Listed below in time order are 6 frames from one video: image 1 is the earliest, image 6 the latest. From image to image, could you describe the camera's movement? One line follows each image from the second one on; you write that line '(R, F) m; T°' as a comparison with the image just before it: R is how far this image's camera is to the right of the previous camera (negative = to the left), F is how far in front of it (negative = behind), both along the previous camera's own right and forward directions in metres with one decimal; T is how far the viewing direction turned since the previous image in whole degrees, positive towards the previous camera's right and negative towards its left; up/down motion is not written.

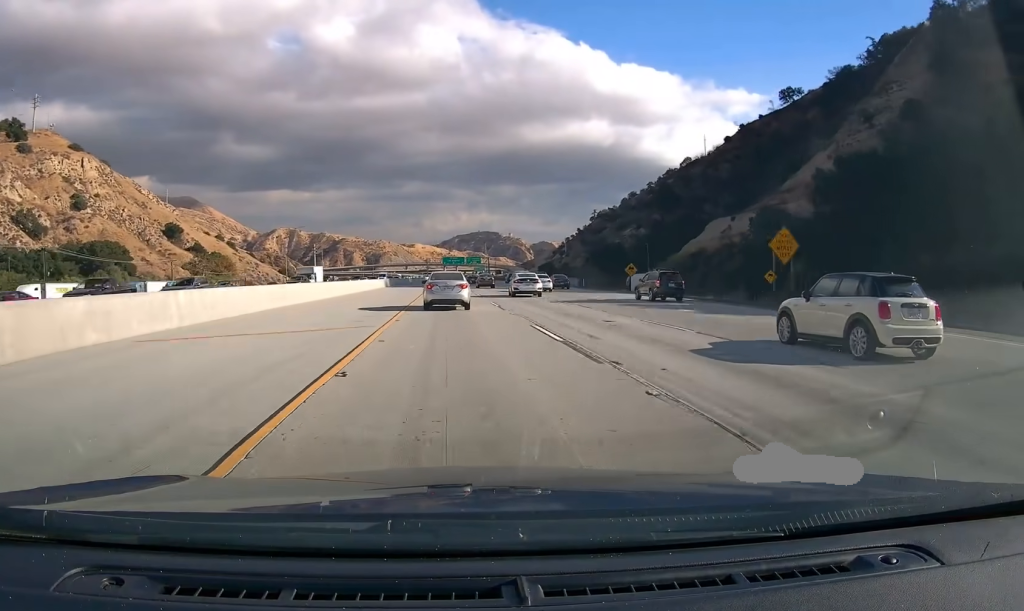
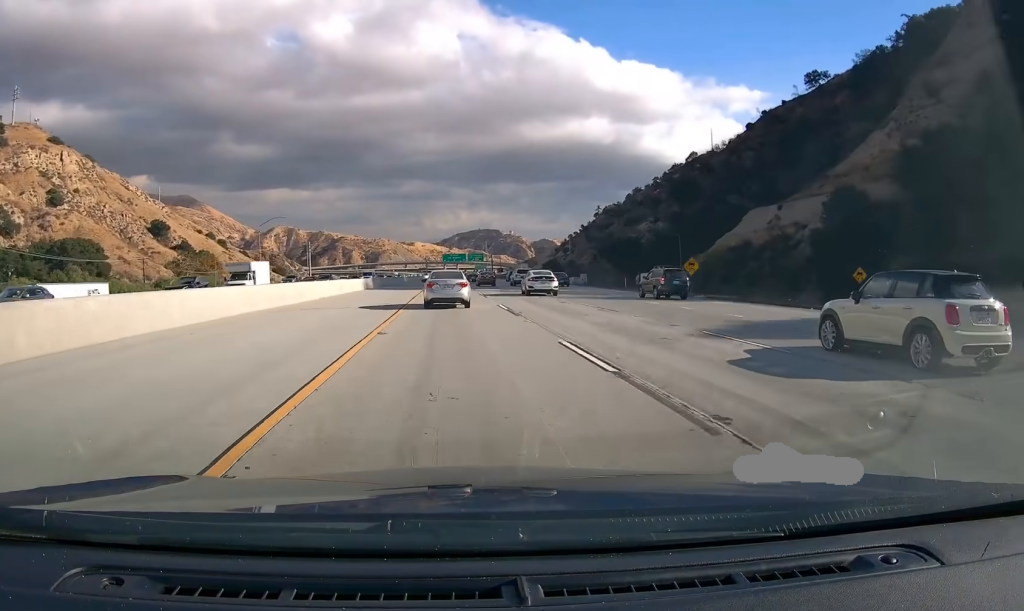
(0.0, +18.6) m; 0°
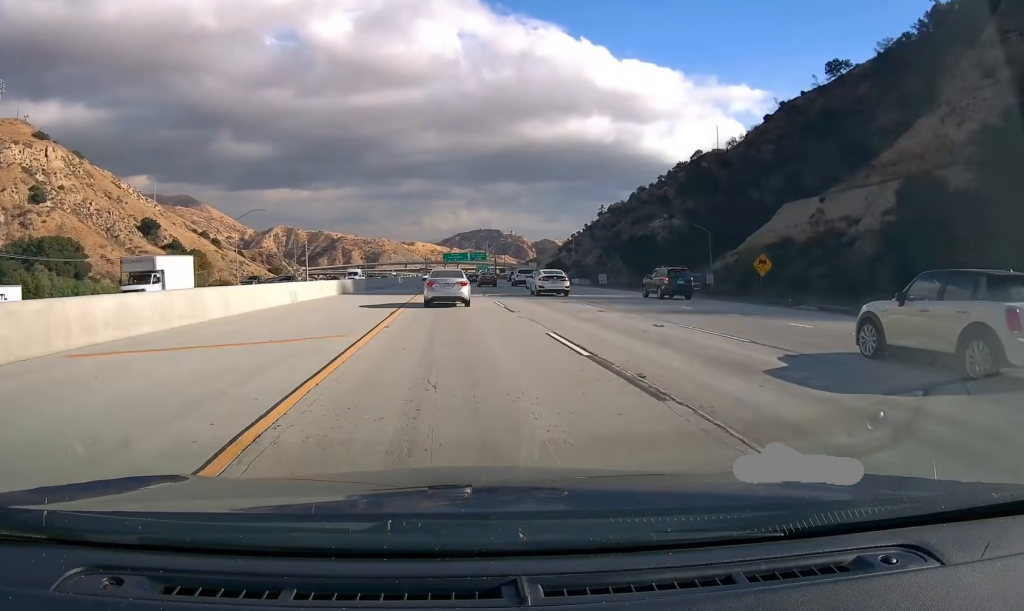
(-0.1, +13.2) m; 0°
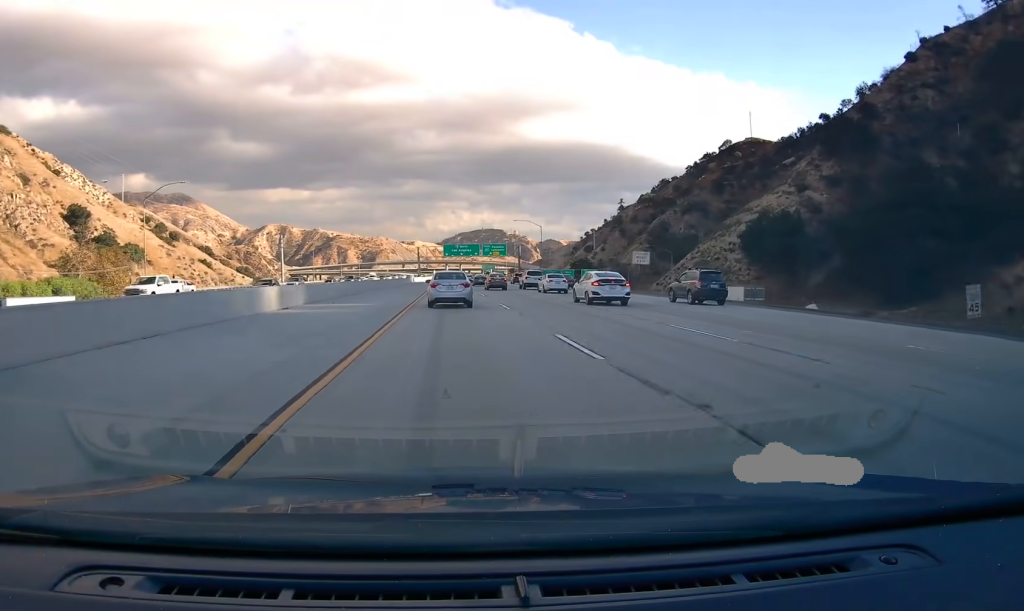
(0.0, +72.3) m; 0°
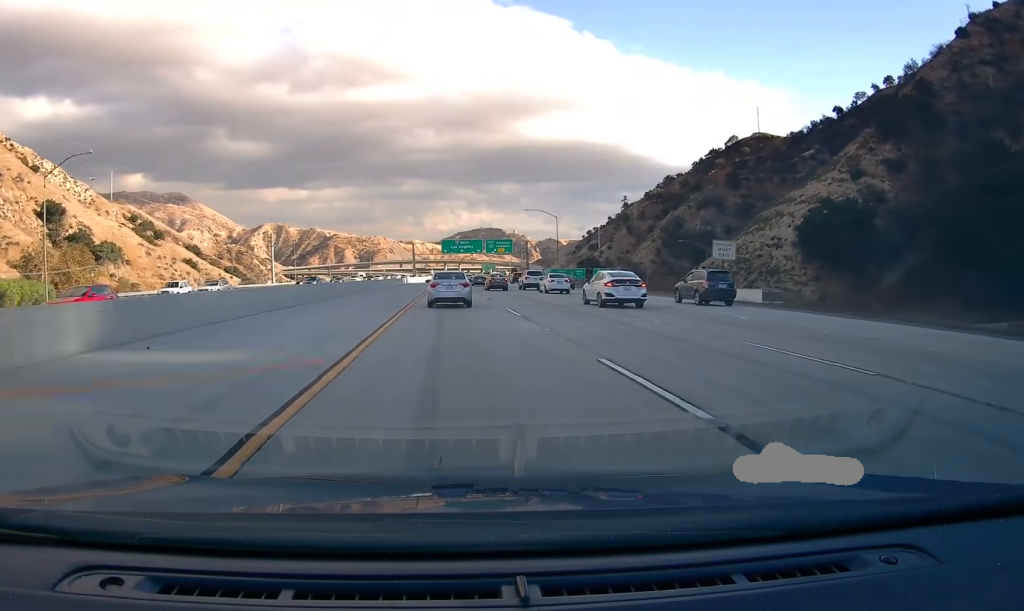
(+0.1, +18.4) m; 0°
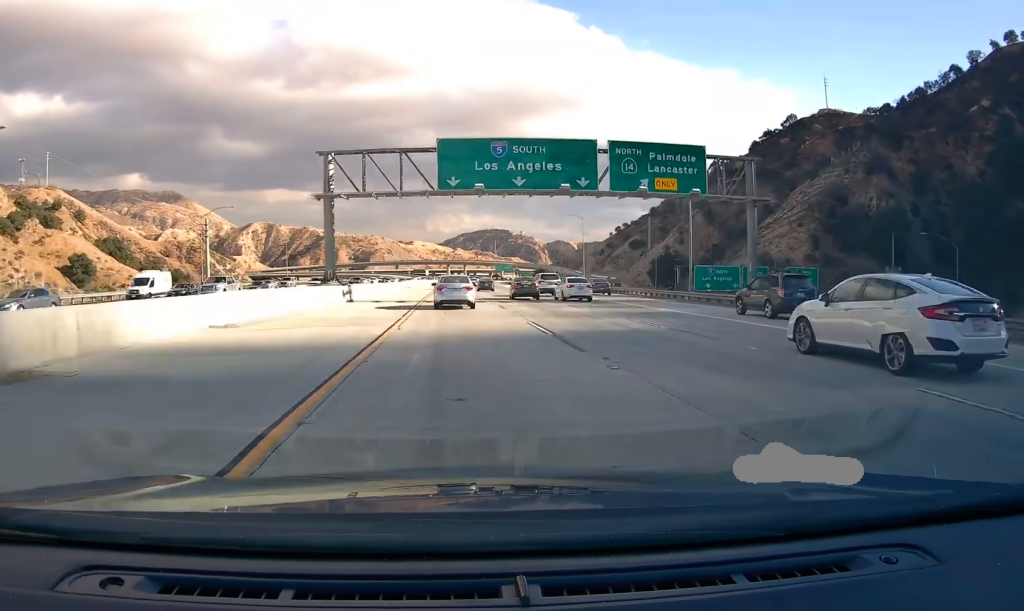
(-0.5, +108.0) m; 0°
